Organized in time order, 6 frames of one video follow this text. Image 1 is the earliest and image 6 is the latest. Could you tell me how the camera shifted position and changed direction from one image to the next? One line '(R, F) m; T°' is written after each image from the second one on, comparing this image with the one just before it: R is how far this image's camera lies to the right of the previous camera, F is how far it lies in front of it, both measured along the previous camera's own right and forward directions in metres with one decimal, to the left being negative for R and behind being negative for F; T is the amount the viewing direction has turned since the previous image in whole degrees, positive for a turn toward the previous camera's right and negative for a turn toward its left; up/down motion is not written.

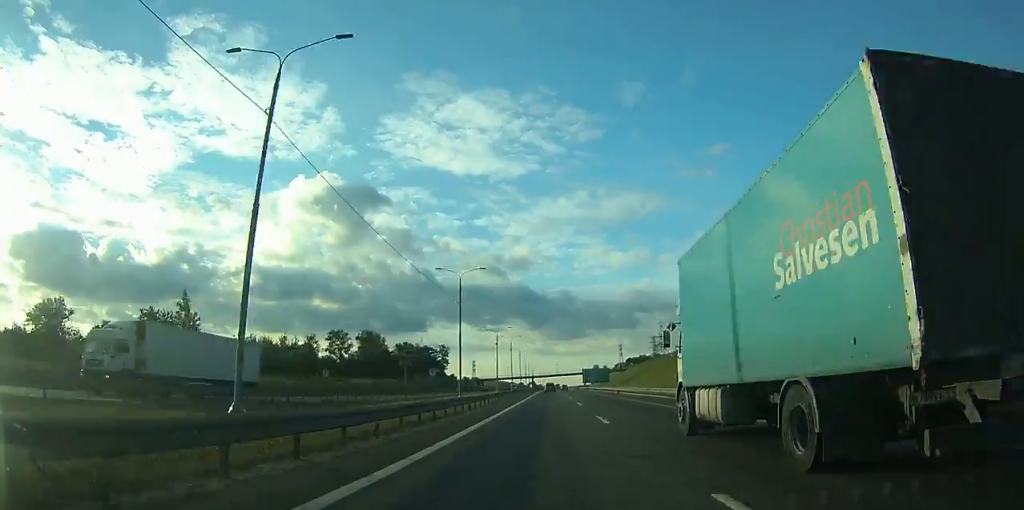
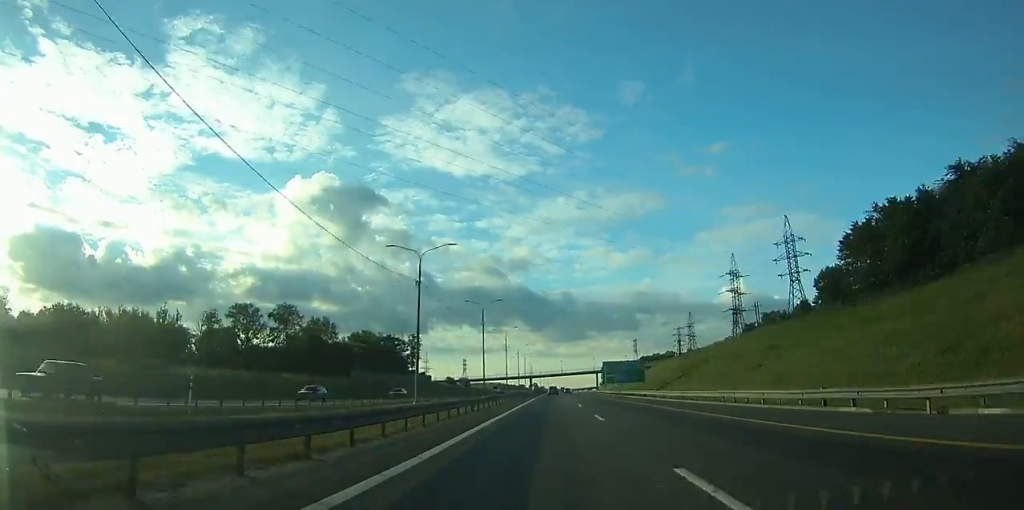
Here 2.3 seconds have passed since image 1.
(+0.2, +66.4) m; 0°
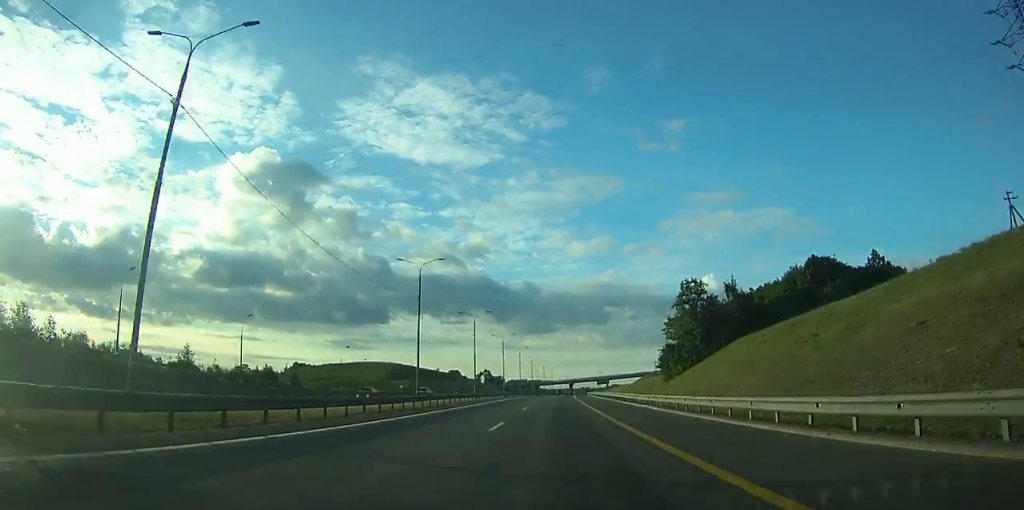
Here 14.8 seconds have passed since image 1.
(+5.1, +336.6) m; +2°
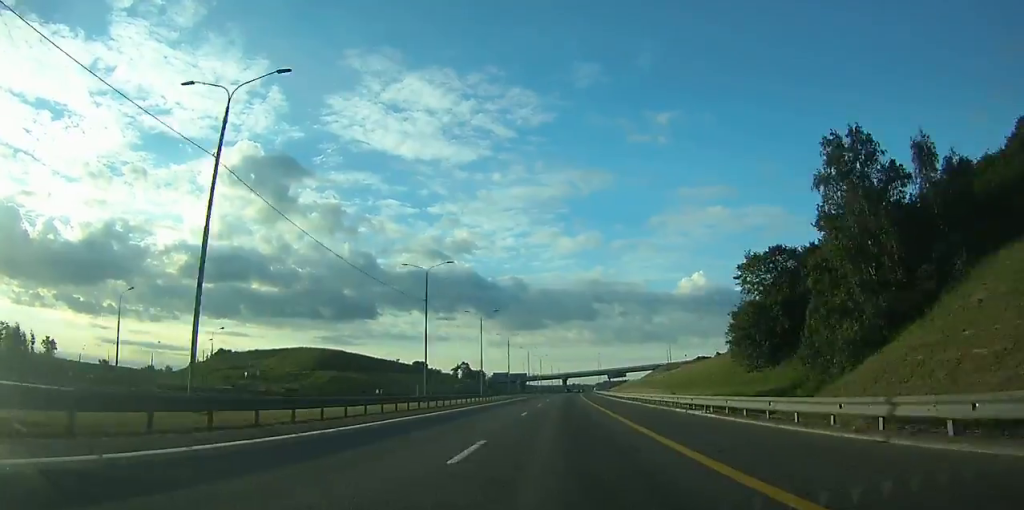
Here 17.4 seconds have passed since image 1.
(+0.6, +65.2) m; +1°
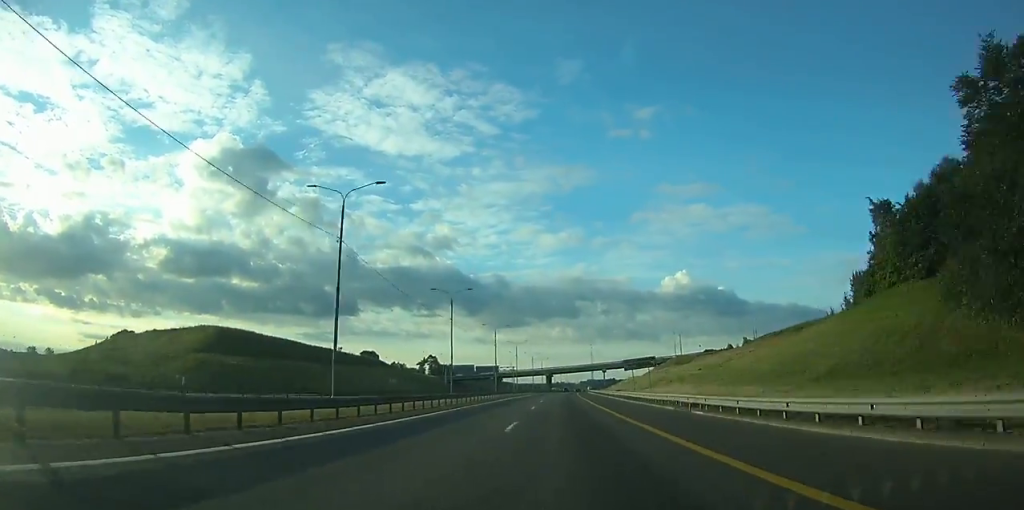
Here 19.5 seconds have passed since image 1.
(+0.1, +52.5) m; +1°
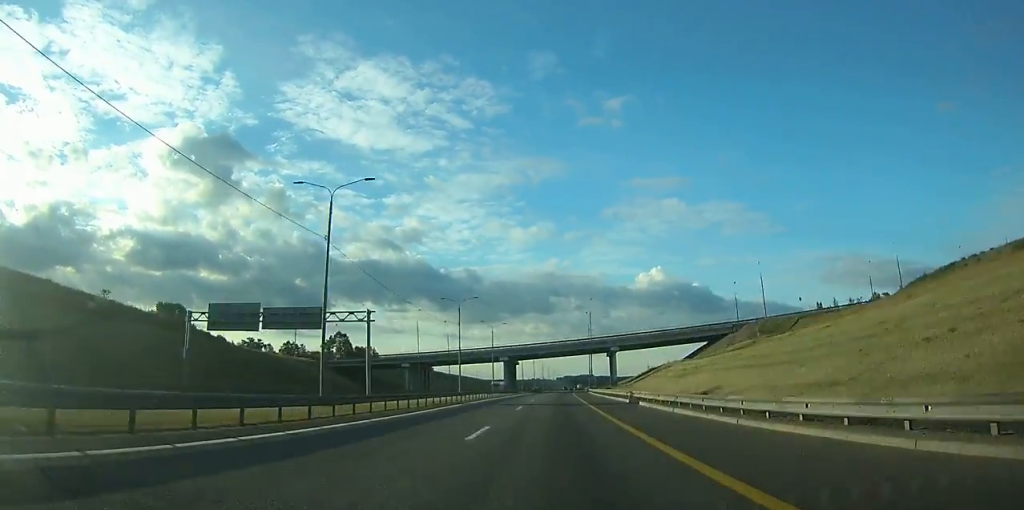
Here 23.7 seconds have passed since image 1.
(+2.3, +112.2) m; +3°
